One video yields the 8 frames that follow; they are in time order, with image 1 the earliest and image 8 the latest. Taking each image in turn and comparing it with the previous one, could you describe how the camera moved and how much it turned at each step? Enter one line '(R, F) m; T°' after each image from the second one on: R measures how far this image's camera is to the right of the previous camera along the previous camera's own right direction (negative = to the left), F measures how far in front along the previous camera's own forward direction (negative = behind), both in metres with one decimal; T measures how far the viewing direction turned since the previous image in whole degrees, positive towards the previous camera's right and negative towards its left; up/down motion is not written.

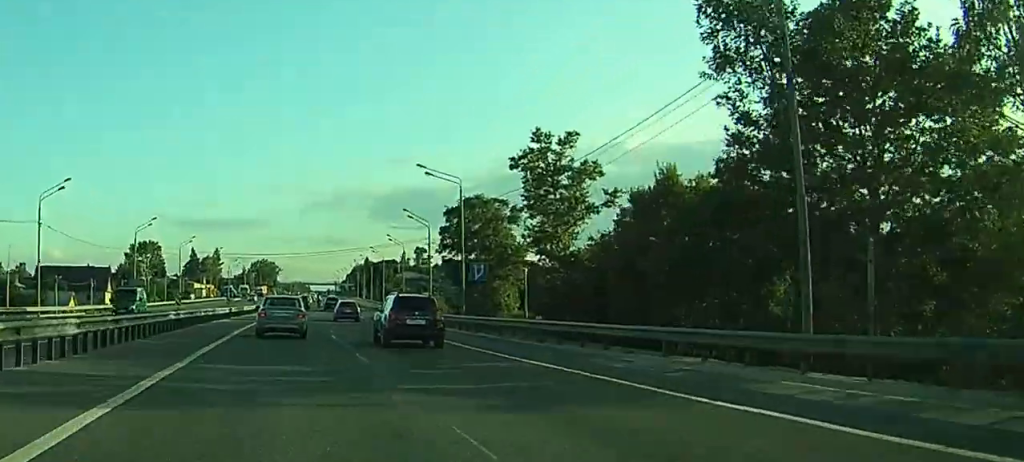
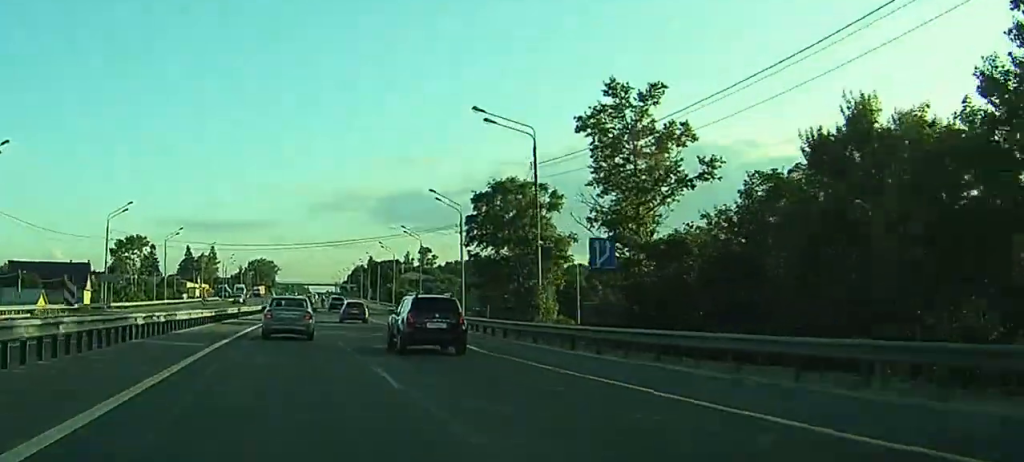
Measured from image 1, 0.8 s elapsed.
(0.0, +17.8) m; 0°
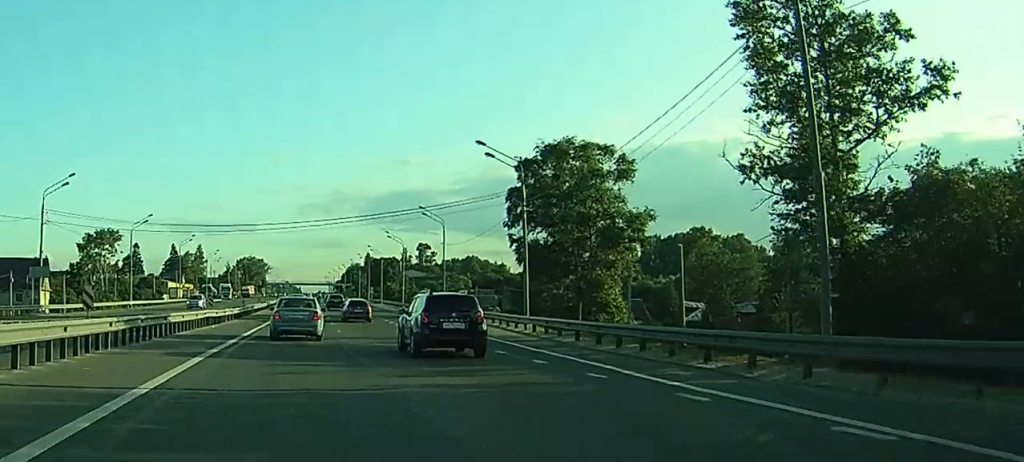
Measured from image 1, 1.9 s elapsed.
(0.0, +23.4) m; 0°
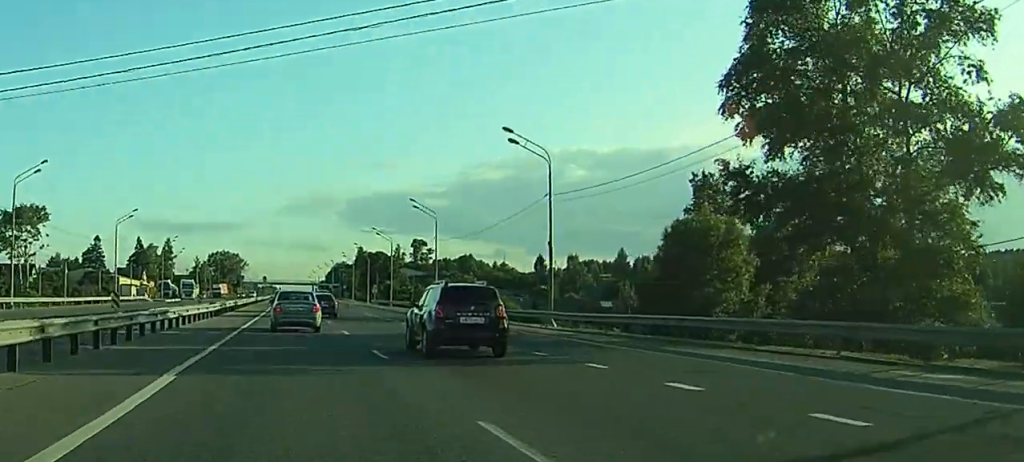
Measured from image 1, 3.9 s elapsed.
(-0.1, +44.1) m; 0°
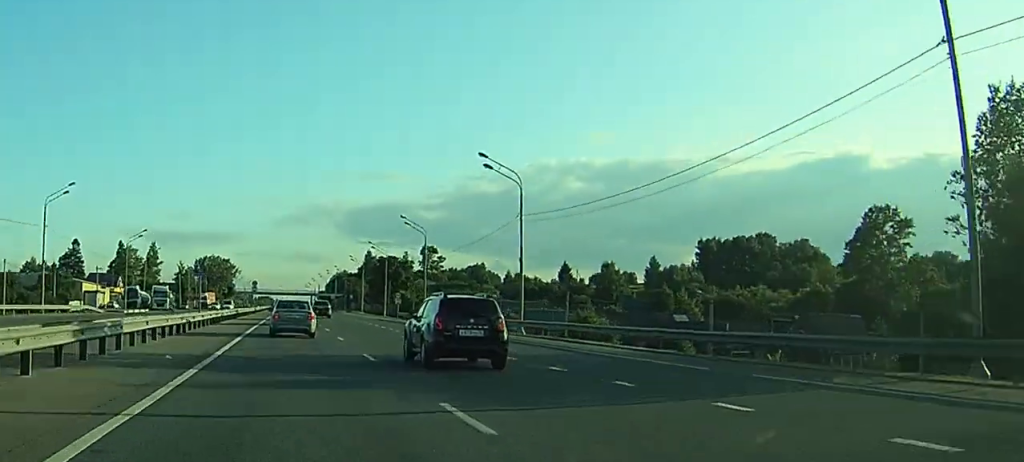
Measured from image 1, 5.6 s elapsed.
(-0.3, +34.1) m; -1°
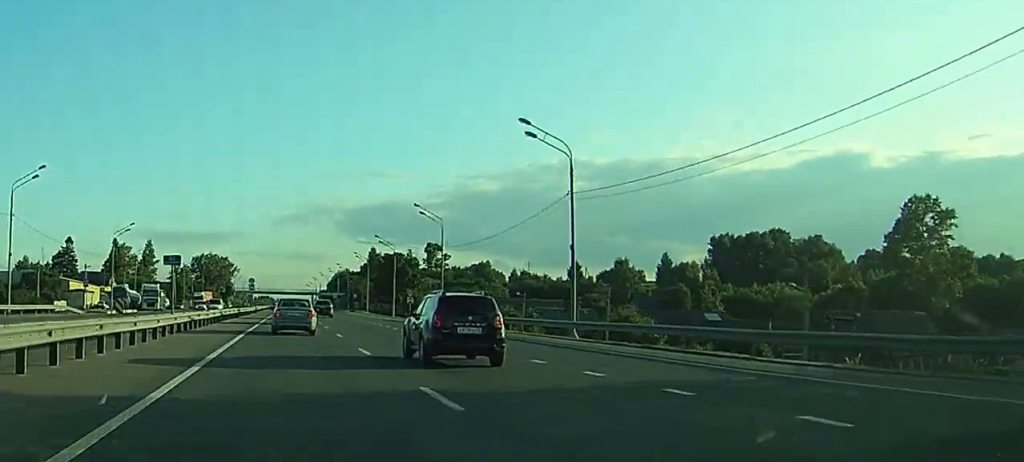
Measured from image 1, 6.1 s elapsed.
(0.0, +10.3) m; +1°
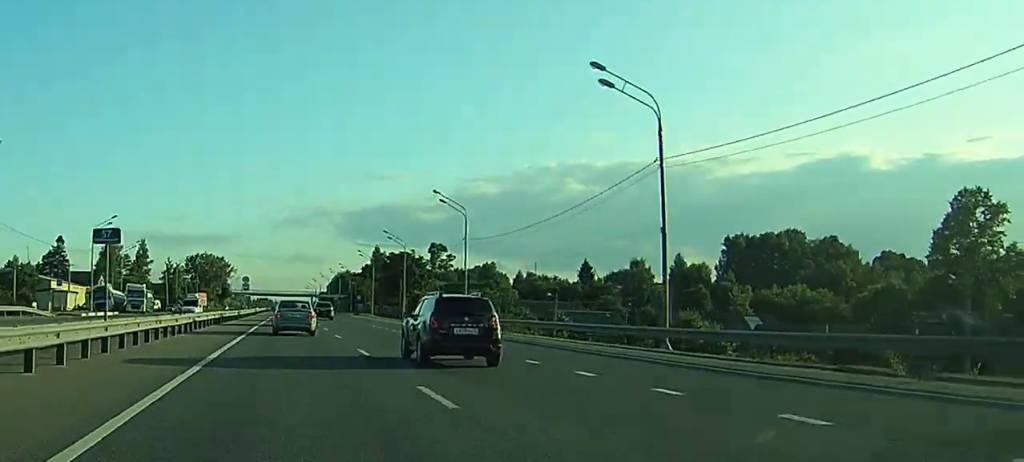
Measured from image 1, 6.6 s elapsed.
(-0.1, +11.6) m; +1°
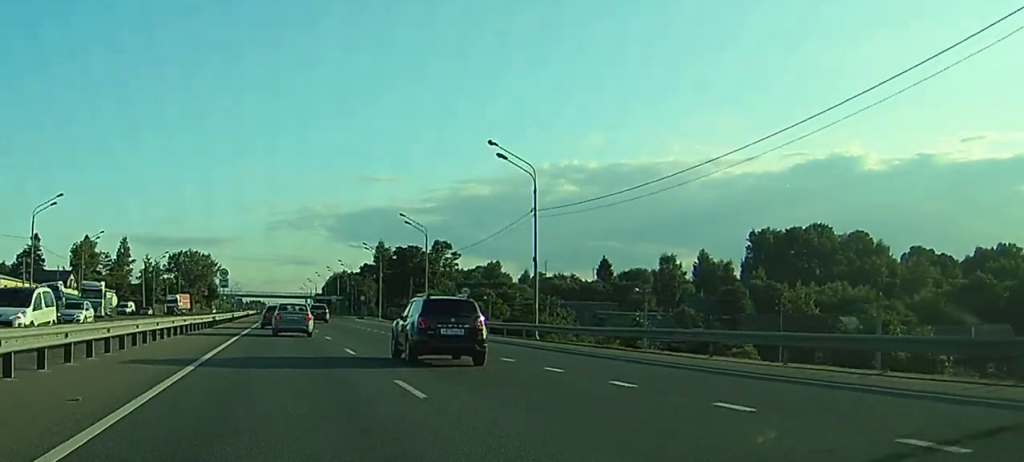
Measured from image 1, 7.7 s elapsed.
(+0.6, +22.2) m; +2°
